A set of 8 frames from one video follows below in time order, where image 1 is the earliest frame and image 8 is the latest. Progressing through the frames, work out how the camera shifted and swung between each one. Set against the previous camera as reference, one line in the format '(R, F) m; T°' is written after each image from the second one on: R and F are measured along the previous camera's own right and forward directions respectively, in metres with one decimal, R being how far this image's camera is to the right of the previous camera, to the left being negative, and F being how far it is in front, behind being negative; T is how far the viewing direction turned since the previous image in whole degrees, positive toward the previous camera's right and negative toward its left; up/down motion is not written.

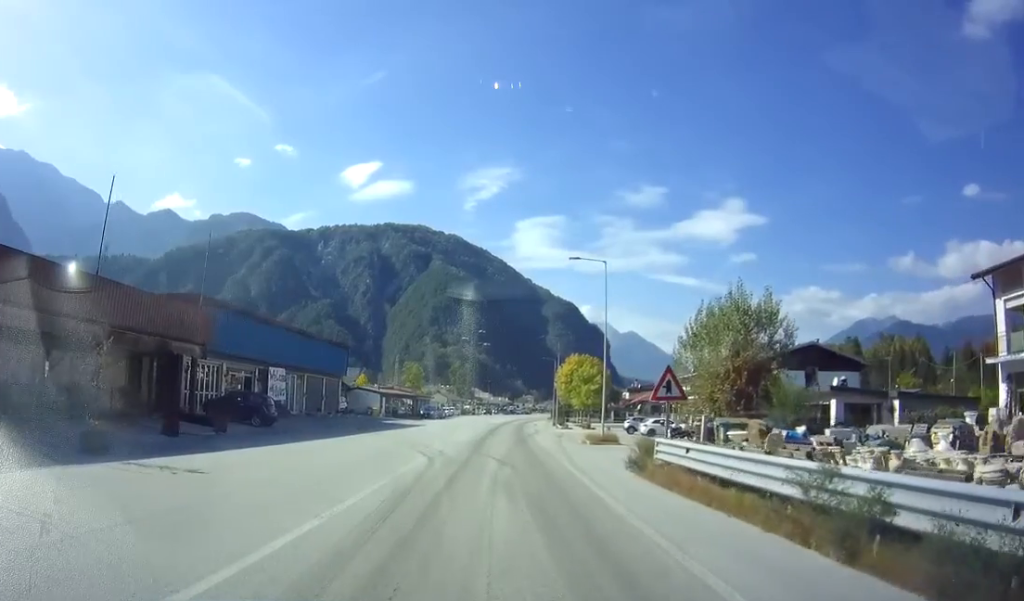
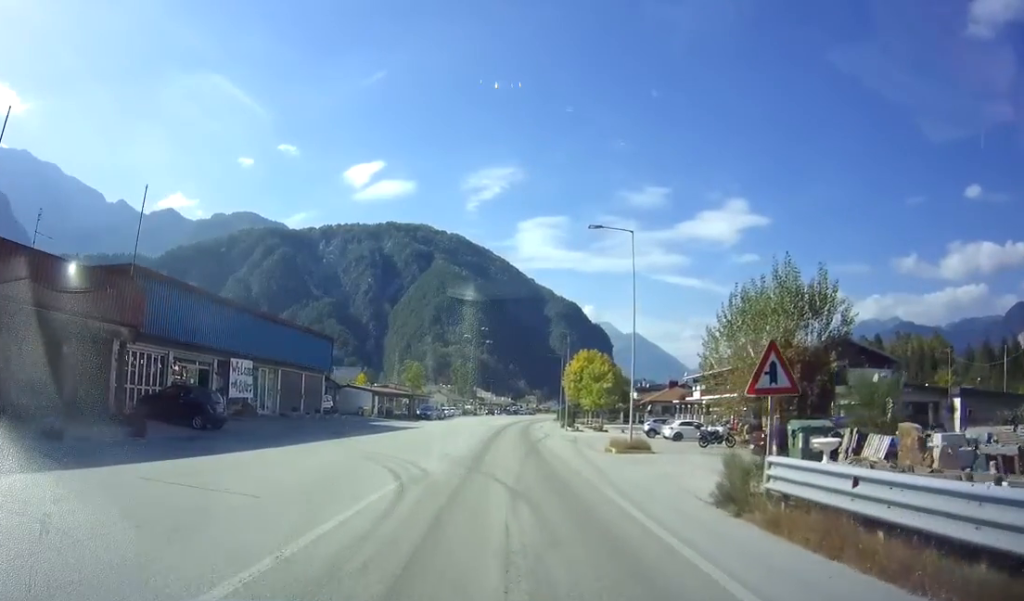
(+0.4, +6.2) m; 0°
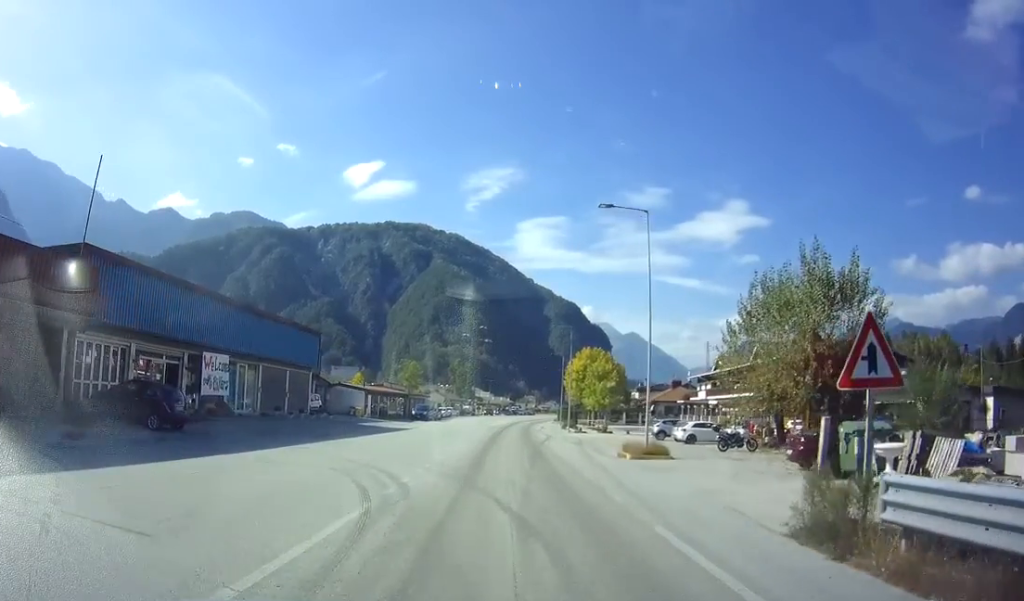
(-0.2, +3.1) m; -2°
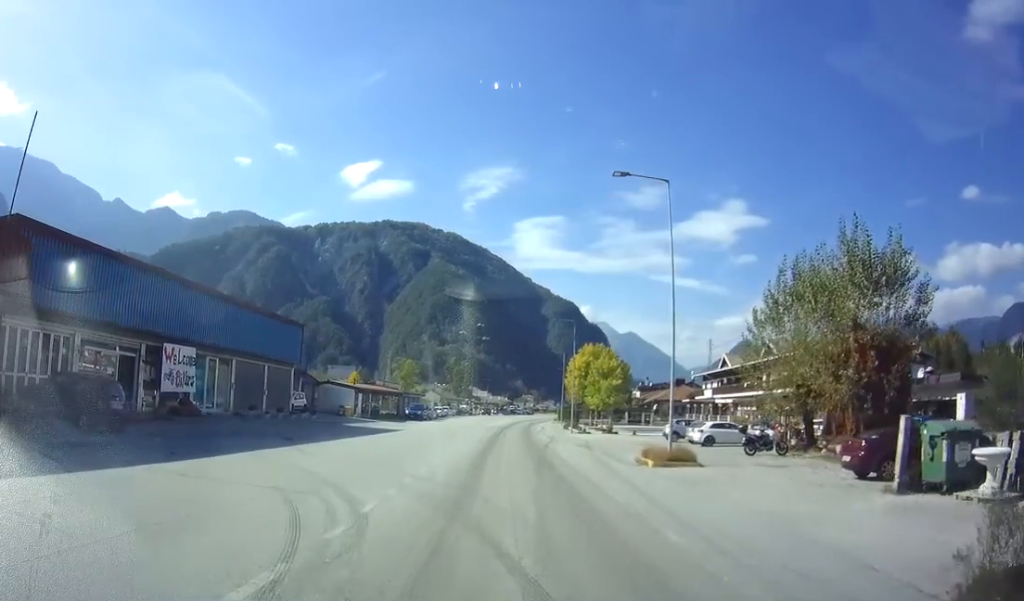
(-0.1, +3.7) m; -2°
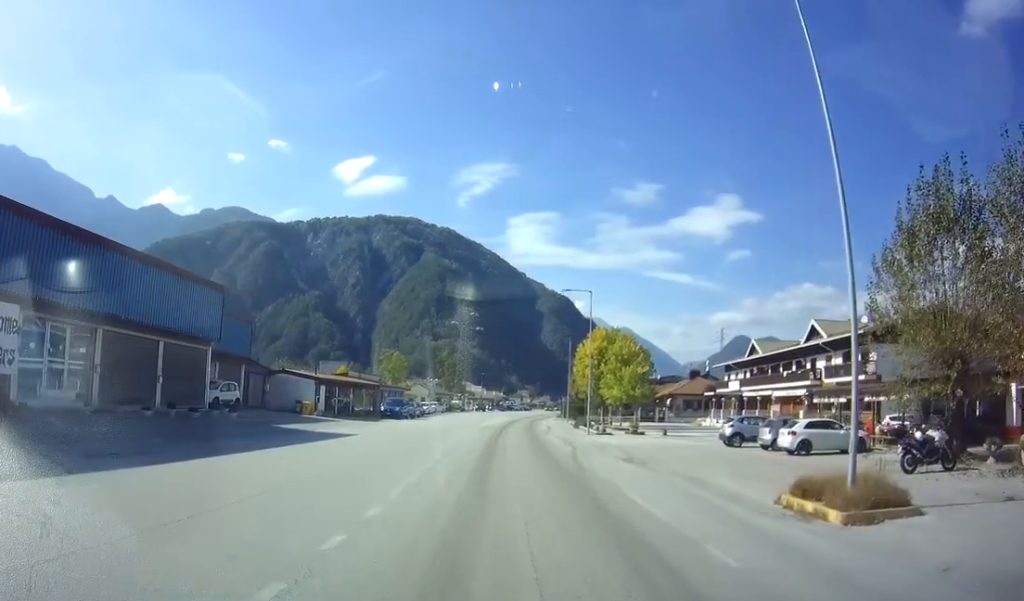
(+0.6, +10.9) m; 0°
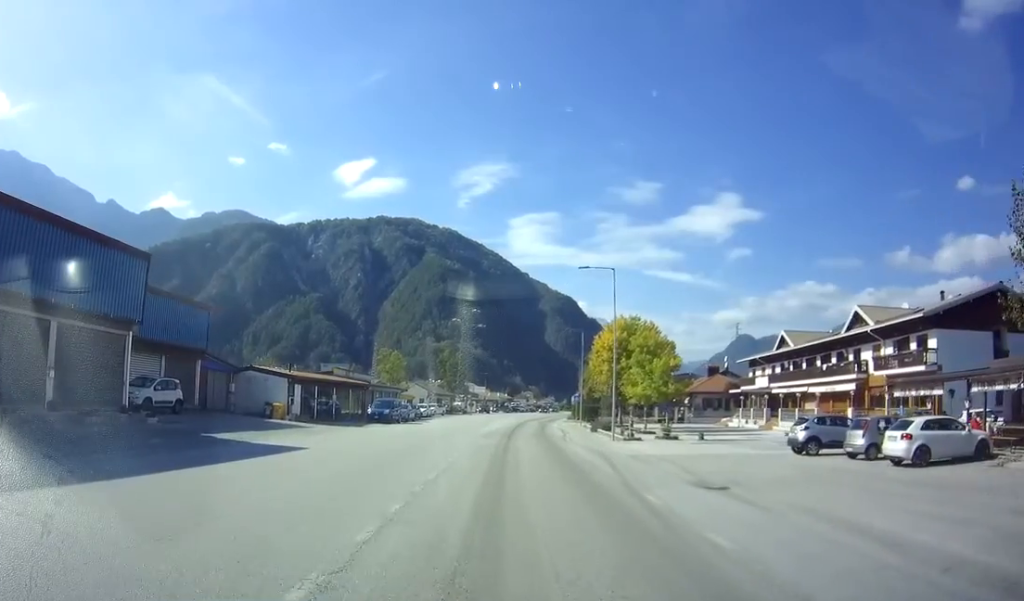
(-0.6, +6.6) m; -3°
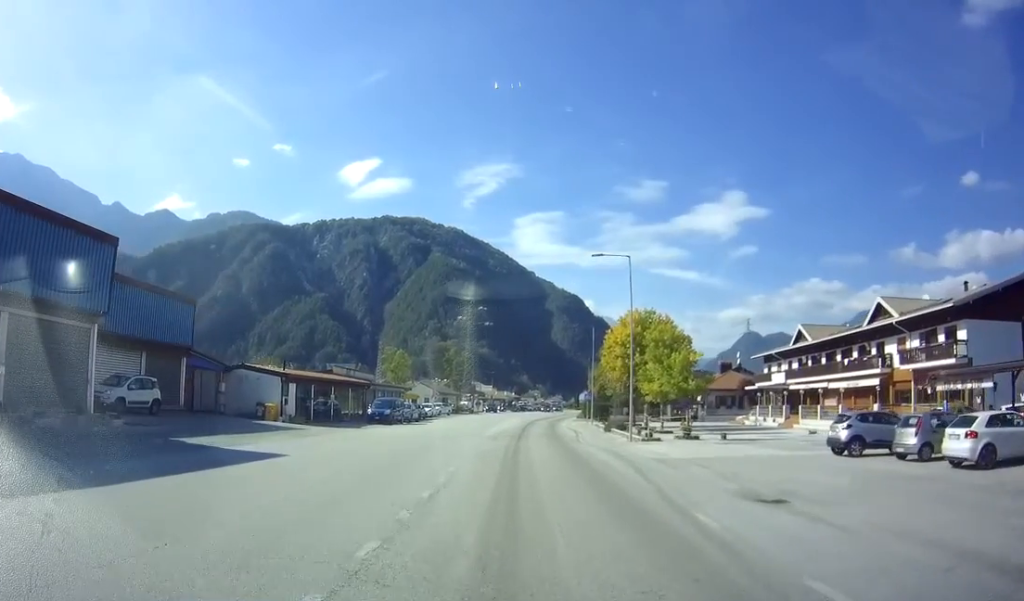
(+0.2, +2.7) m; +1°
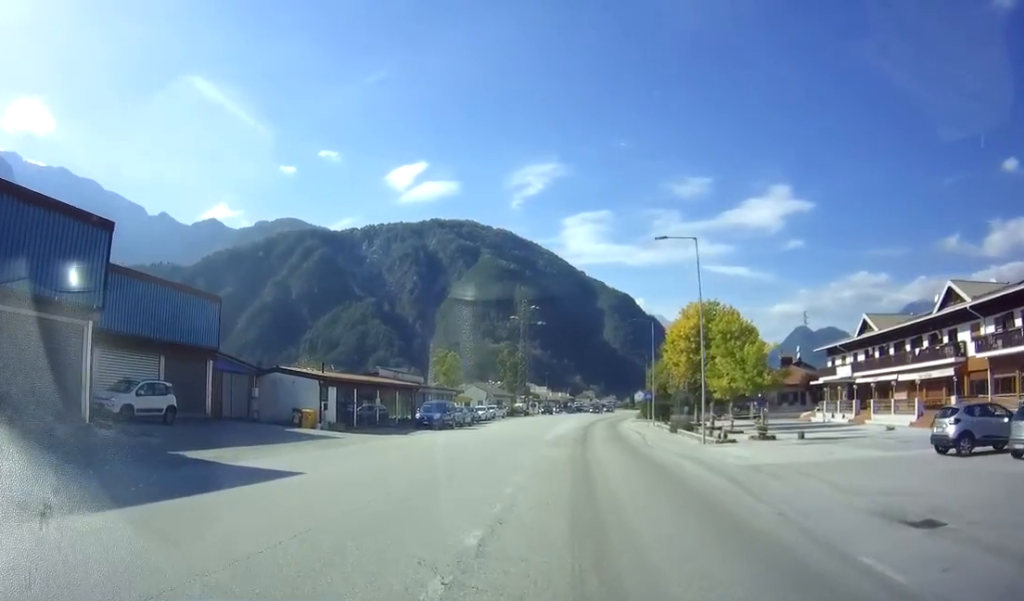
(-0.1, +3.1) m; -11°
